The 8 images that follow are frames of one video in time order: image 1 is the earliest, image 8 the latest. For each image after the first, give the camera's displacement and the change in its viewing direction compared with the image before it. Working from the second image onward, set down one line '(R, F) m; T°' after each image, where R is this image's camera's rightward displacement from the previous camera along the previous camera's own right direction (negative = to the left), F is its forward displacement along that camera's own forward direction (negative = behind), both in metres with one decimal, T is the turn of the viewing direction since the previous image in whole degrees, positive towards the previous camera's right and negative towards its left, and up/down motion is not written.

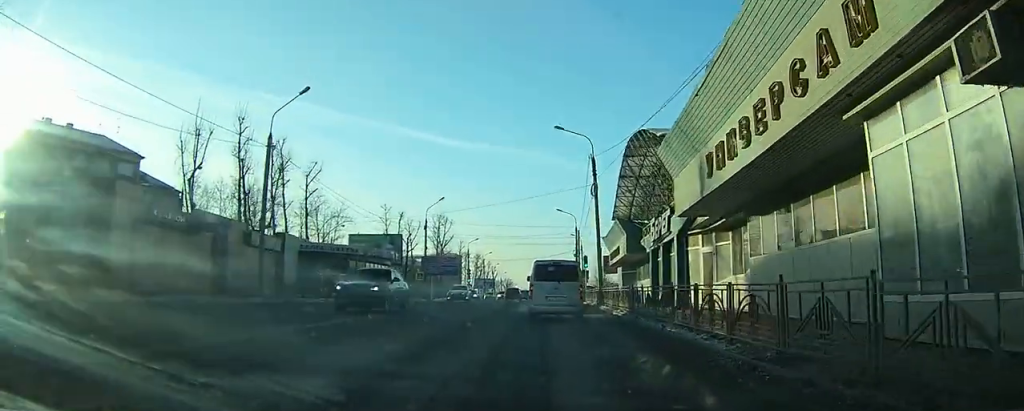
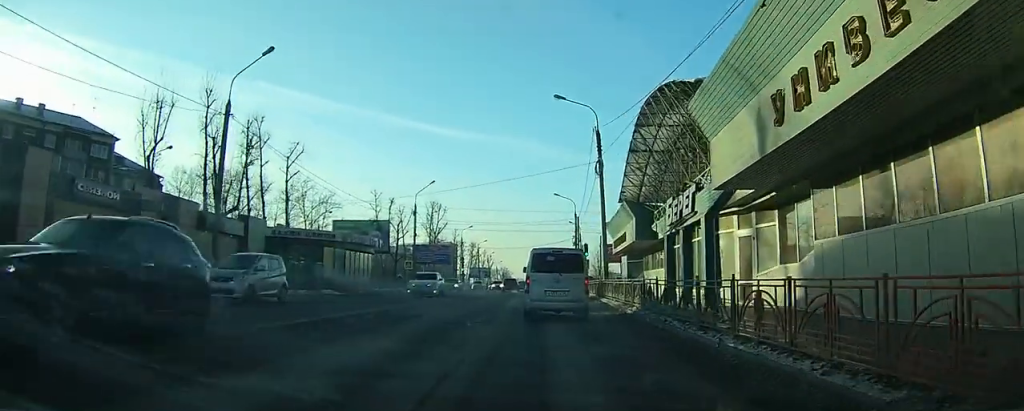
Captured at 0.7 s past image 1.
(0.0, +4.8) m; +2°
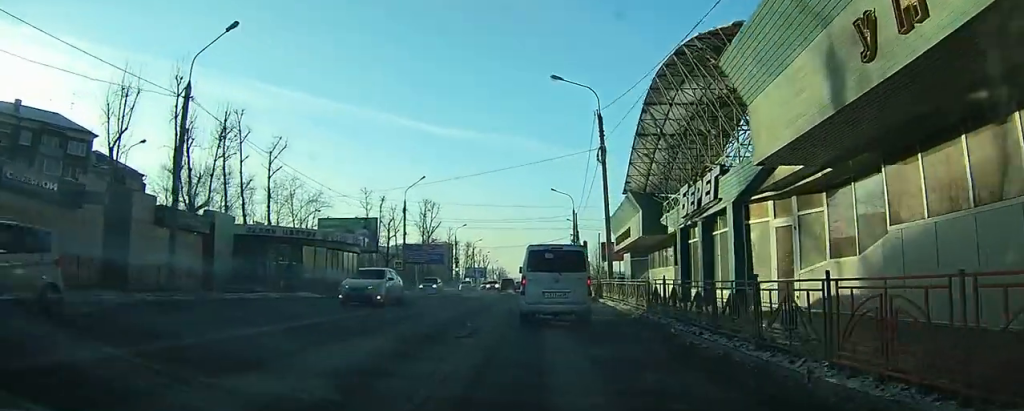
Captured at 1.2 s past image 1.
(+0.1, +3.3) m; +1°
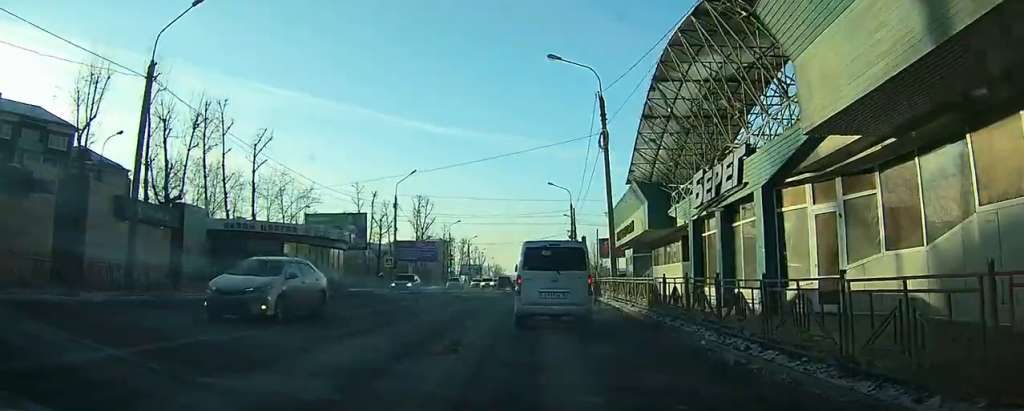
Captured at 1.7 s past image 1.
(+0.1, +2.6) m; +1°
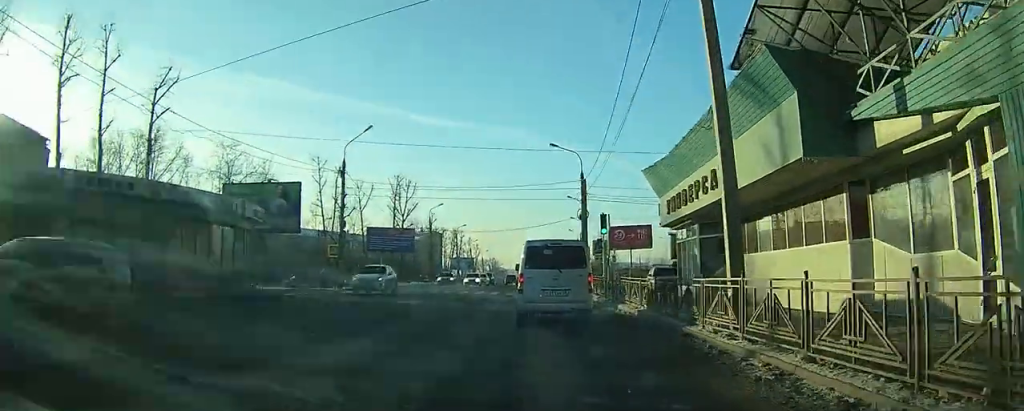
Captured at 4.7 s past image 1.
(-0.4, +16.0) m; -3°
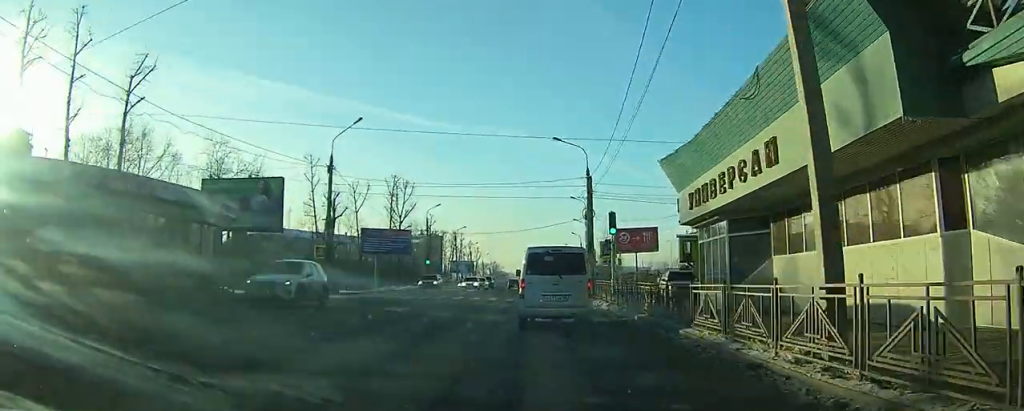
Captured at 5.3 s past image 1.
(0.0, +3.0) m; 0°
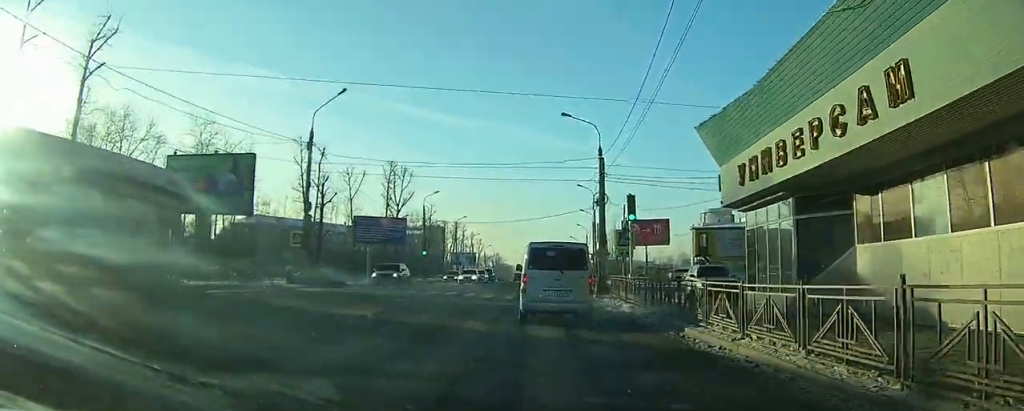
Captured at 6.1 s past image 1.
(0.0, +4.2) m; -1°
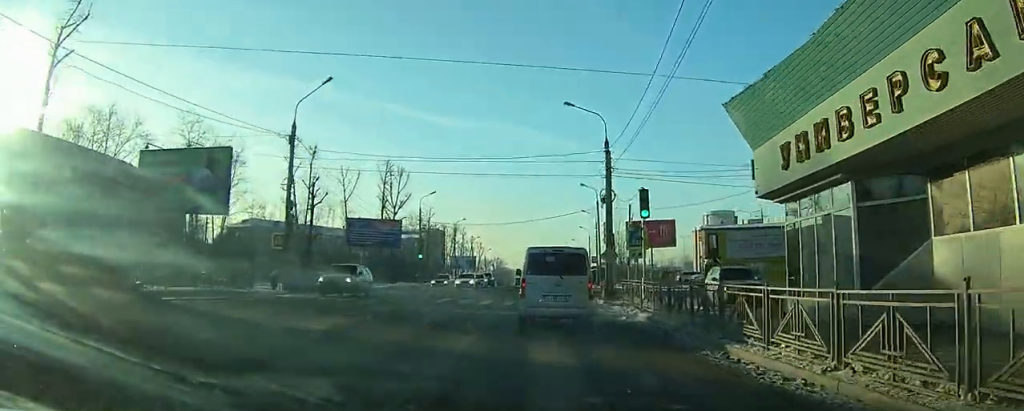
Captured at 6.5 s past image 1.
(0.0, +2.5) m; -1°
